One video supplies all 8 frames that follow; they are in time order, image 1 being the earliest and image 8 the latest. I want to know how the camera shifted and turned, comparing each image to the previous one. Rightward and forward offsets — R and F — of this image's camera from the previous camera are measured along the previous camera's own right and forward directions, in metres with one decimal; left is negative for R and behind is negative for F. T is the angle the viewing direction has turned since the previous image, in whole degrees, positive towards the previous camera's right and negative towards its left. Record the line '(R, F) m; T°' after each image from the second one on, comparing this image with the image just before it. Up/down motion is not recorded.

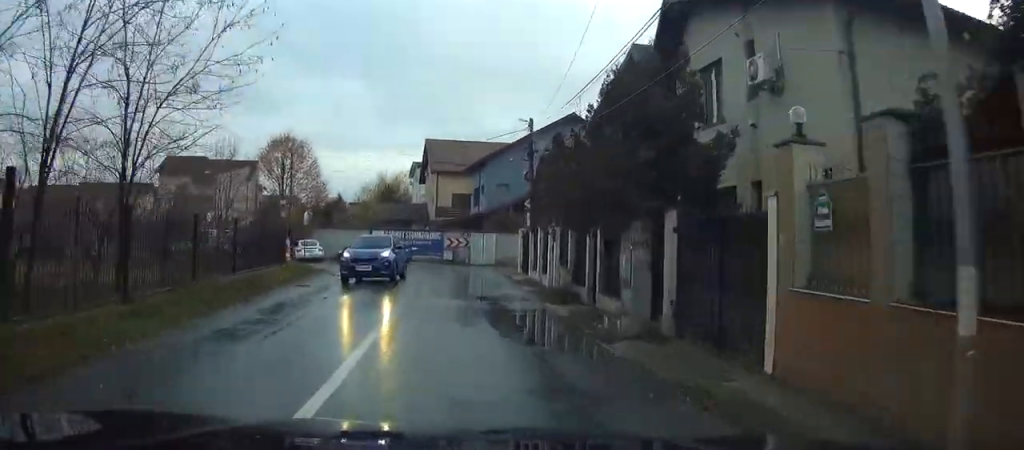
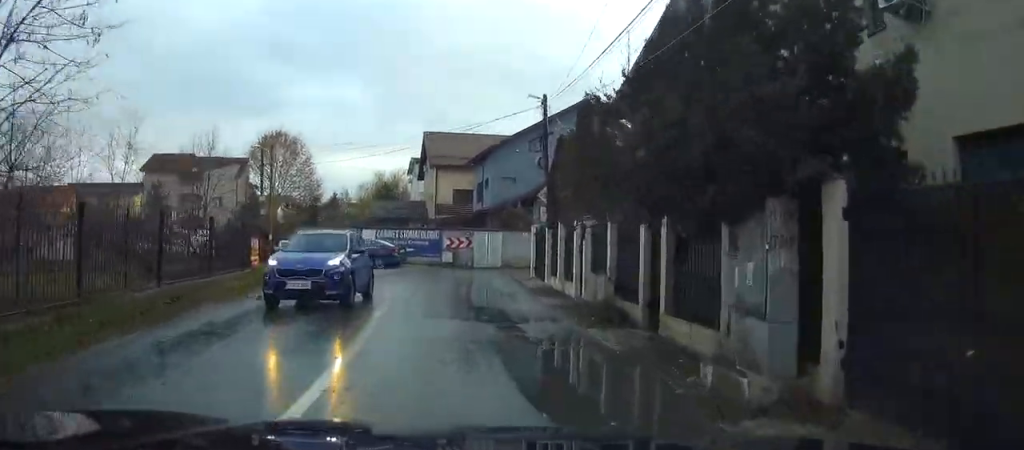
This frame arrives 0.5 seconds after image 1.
(0.0, +5.4) m; 0°
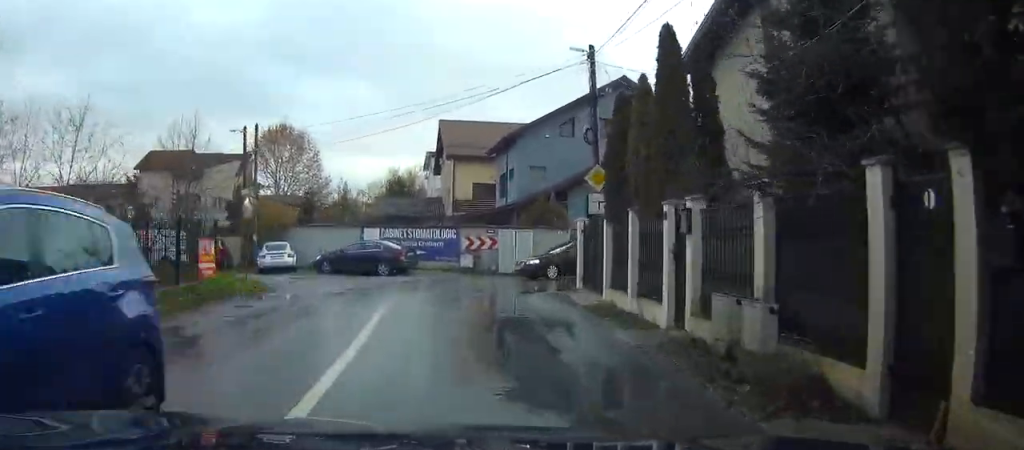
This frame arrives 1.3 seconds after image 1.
(+0.1, +7.5) m; -1°
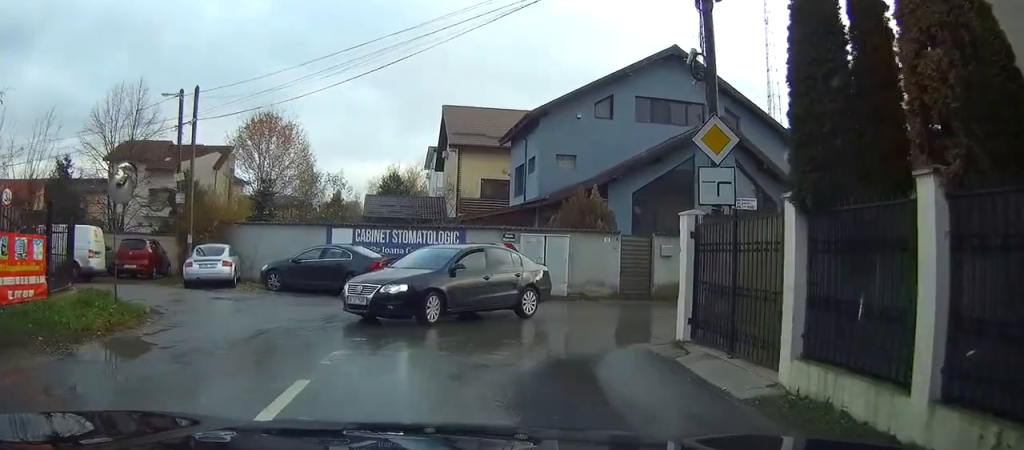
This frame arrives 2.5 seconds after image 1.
(-0.4, +10.1) m; -2°
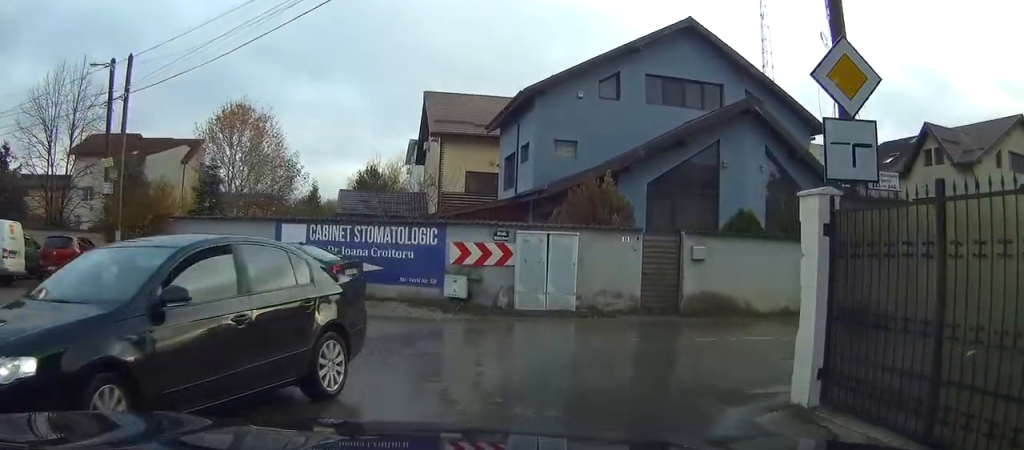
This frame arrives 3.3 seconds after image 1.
(0.0, +5.5) m; +1°
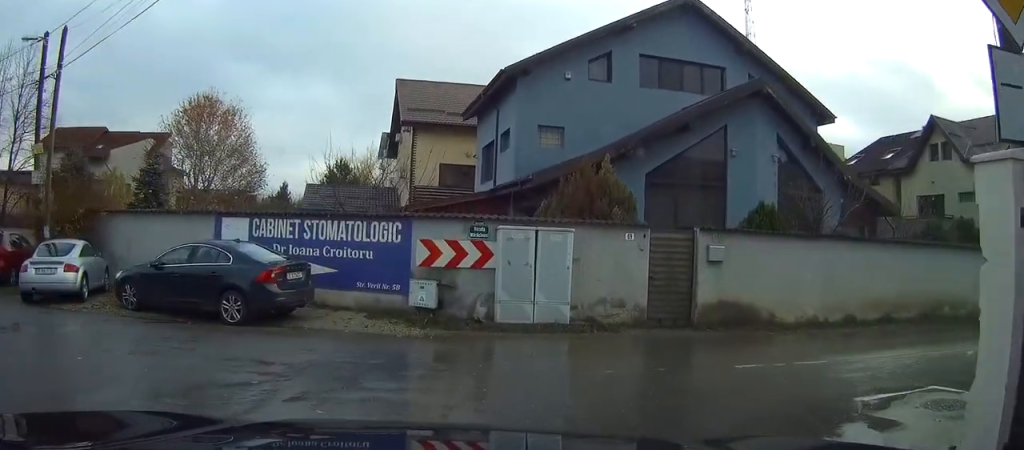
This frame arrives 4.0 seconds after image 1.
(+0.1, +3.7) m; +3°
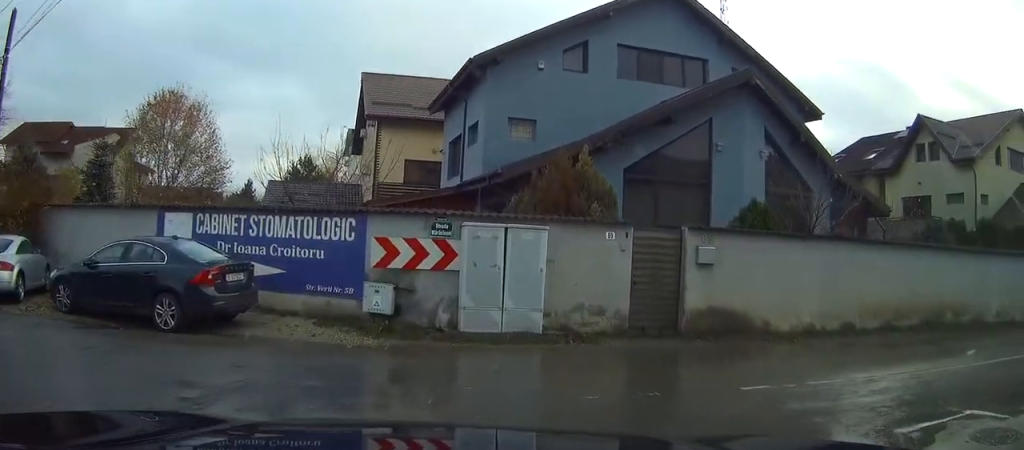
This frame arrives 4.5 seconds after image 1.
(0.0, +2.0) m; +4°
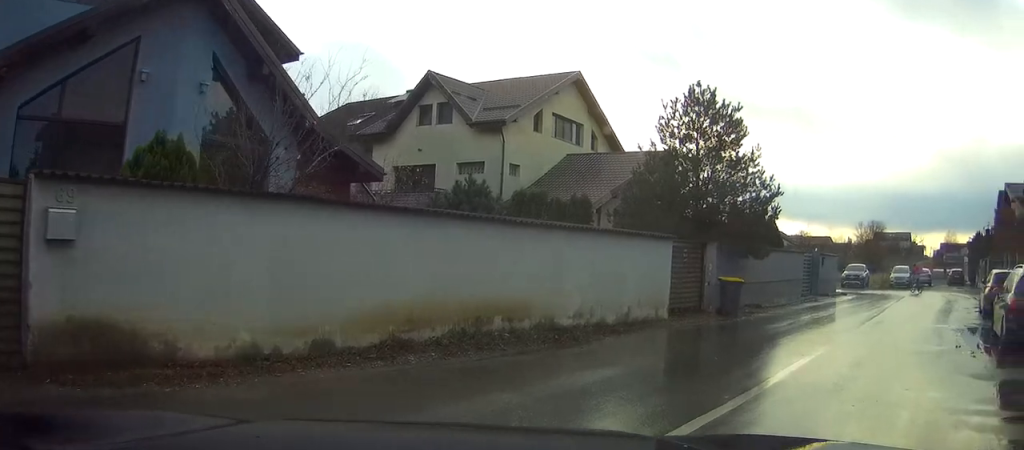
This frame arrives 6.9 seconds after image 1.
(+2.5, +6.0) m; +48°
